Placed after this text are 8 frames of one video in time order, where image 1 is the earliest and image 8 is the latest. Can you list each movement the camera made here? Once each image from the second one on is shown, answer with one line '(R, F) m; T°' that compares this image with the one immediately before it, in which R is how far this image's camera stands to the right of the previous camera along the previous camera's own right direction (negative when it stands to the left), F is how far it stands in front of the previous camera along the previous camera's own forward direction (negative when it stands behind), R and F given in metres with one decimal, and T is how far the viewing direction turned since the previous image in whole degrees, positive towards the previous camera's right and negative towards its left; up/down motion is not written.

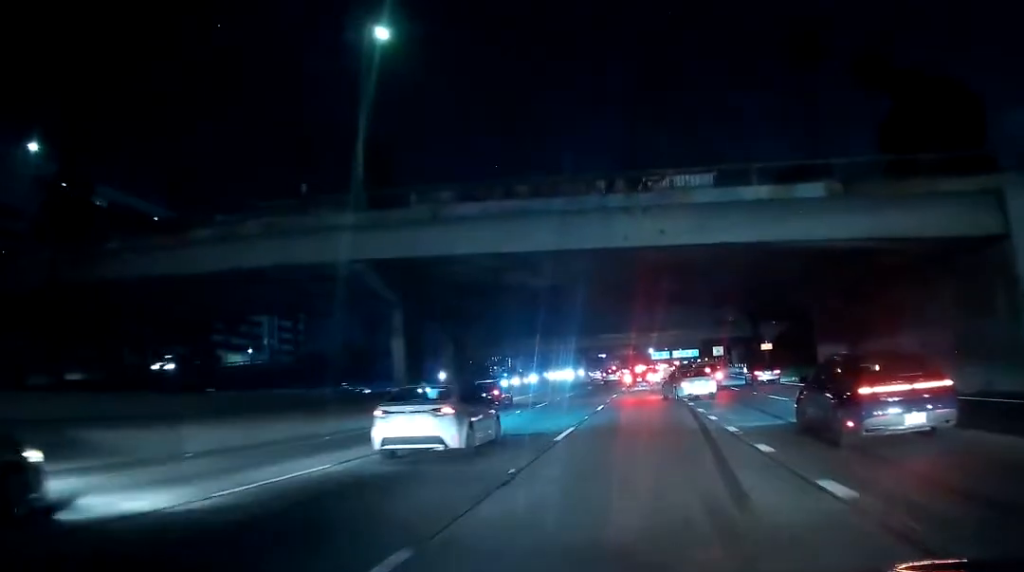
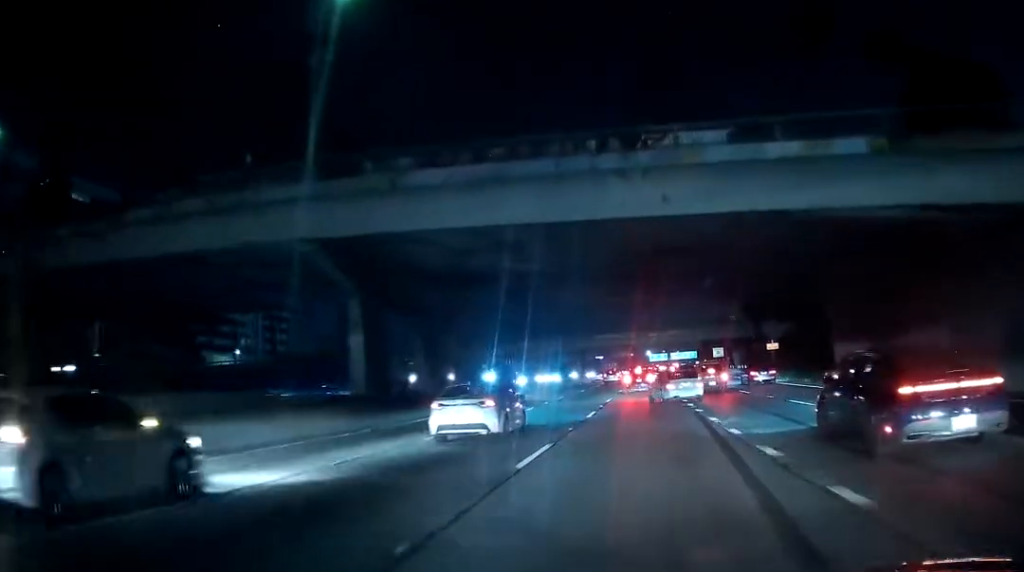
(0.0, +5.3) m; 0°
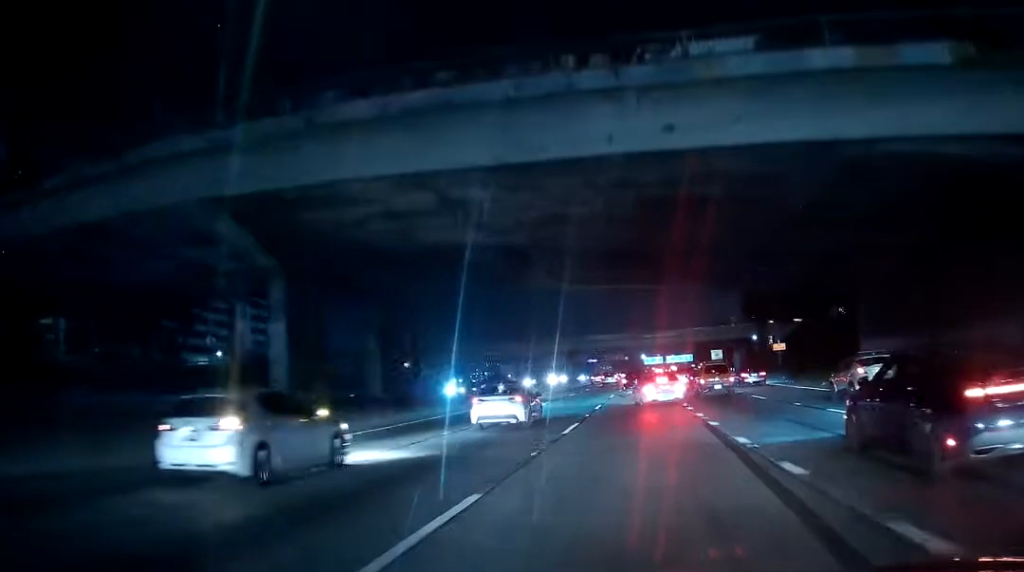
(-0.2, +6.3) m; -1°
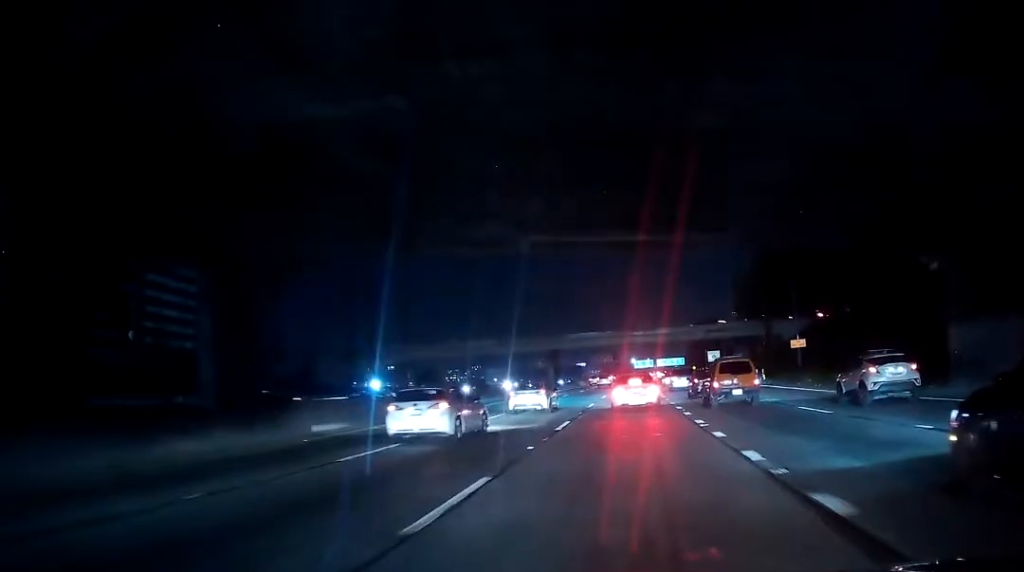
(+0.1, +12.5) m; +4°
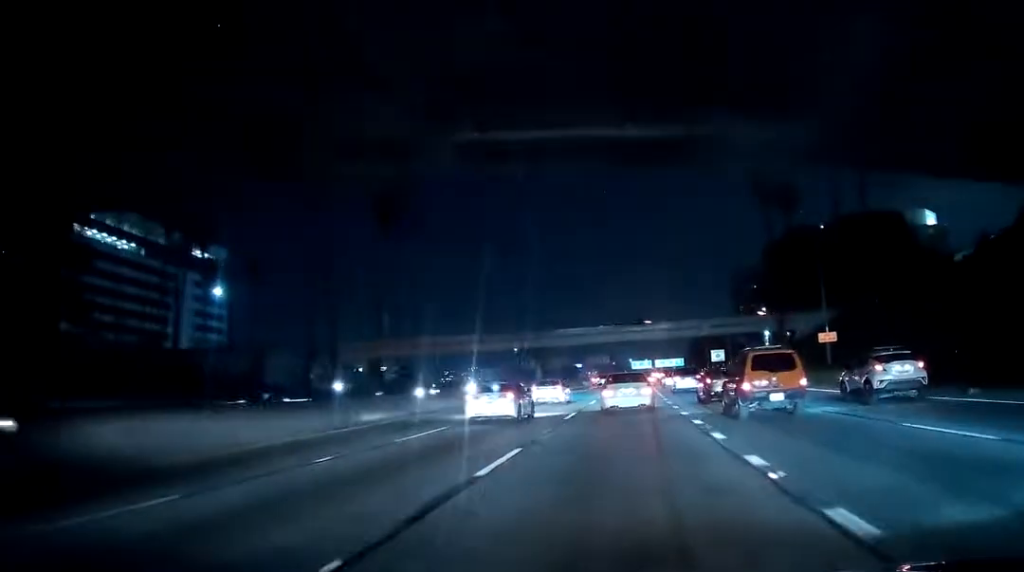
(+0.7, +9.7) m; -1°
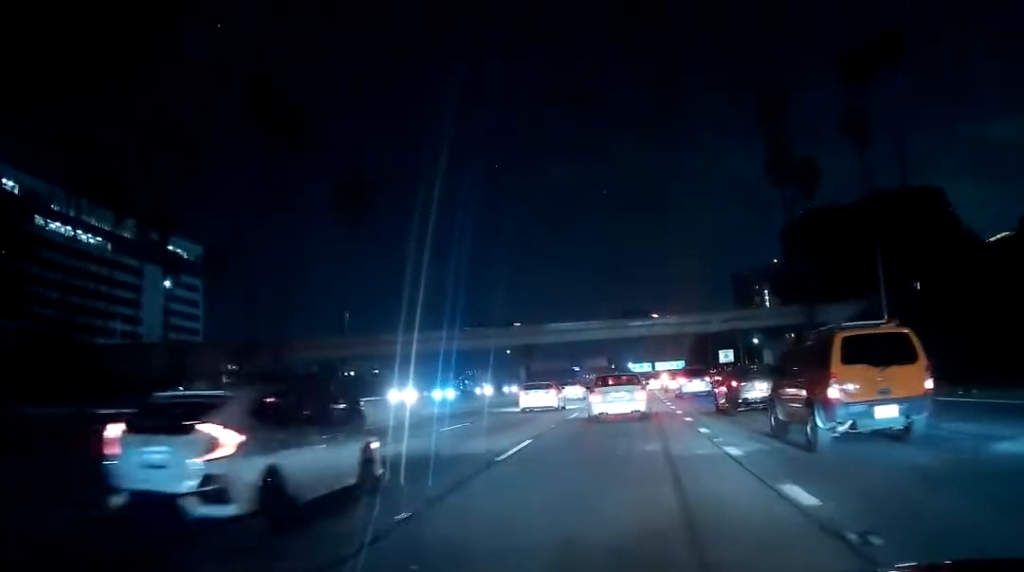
(-1.2, +11.2) m; -5°
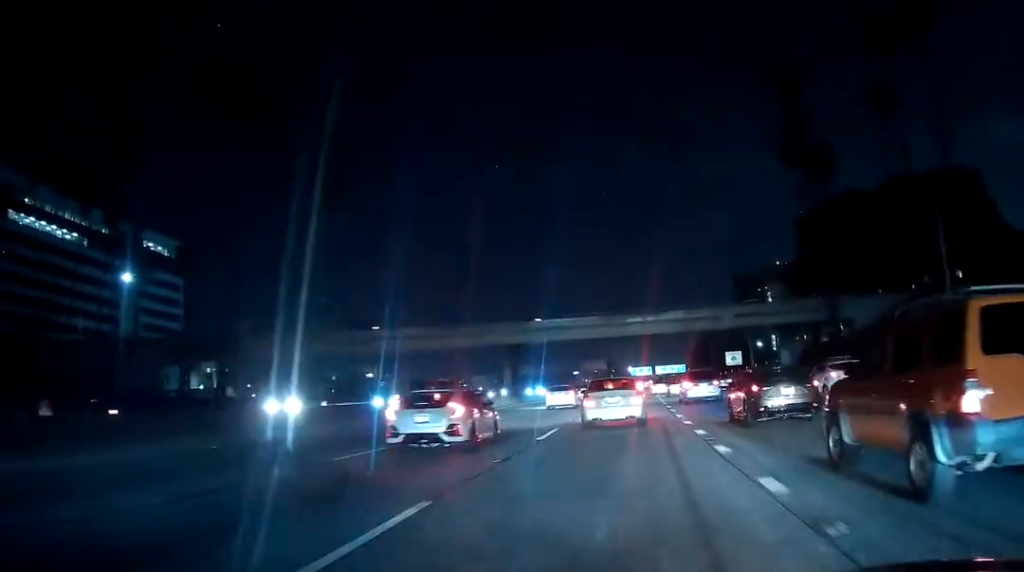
(+0.1, +8.2) m; +5°
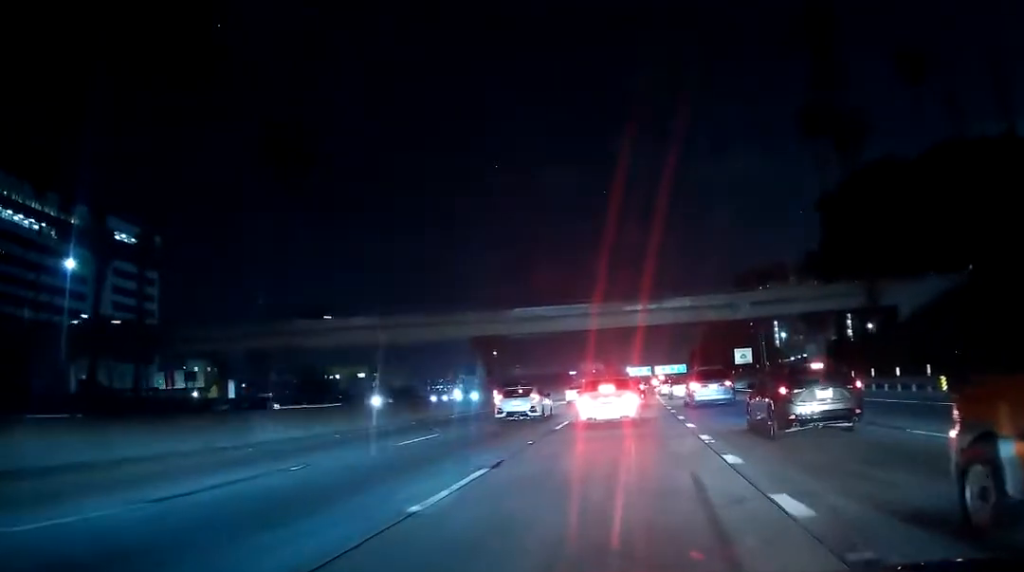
(+0.9, +10.0) m; +8°
